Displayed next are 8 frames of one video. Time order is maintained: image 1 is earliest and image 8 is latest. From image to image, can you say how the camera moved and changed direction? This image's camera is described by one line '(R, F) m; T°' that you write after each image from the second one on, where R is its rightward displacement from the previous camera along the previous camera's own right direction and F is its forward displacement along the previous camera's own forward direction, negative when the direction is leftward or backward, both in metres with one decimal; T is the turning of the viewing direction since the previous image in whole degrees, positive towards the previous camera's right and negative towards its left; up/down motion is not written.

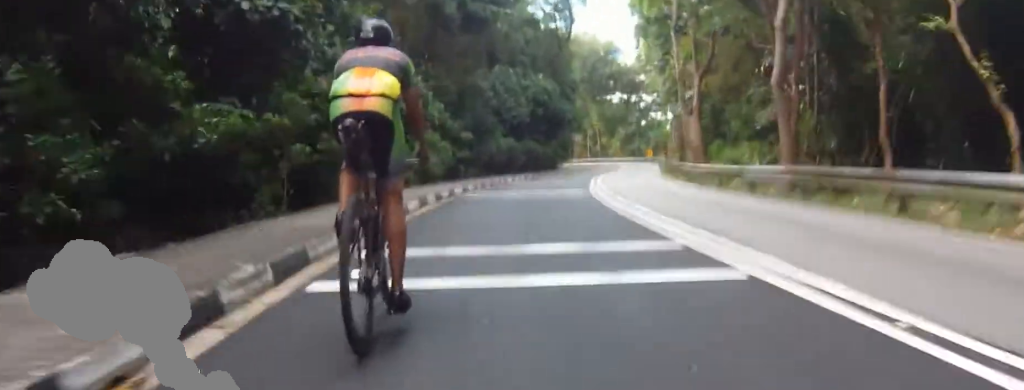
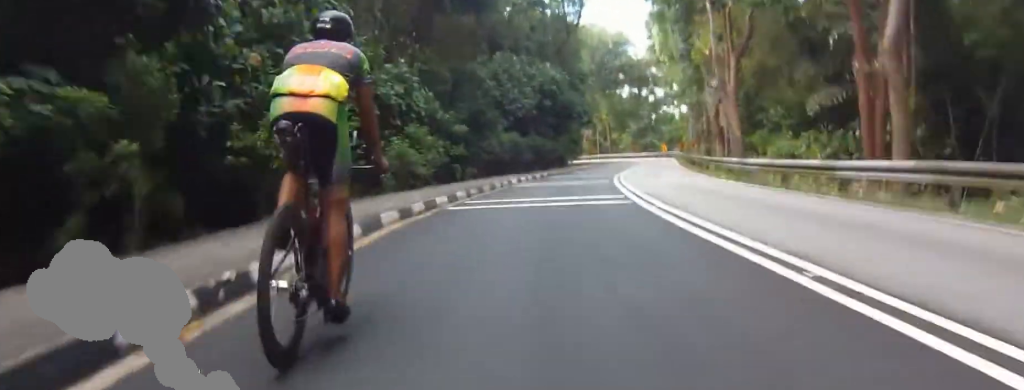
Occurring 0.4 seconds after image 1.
(-0.6, +4.0) m; -4°
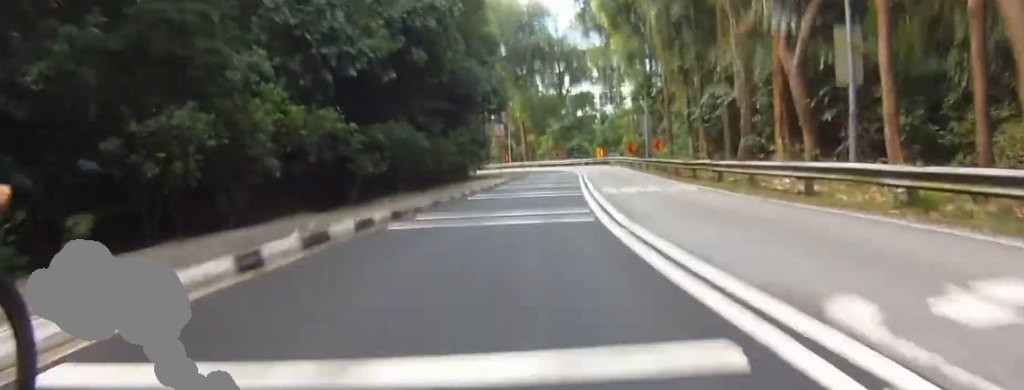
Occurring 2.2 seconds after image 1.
(-1.4, +17.4) m; -2°
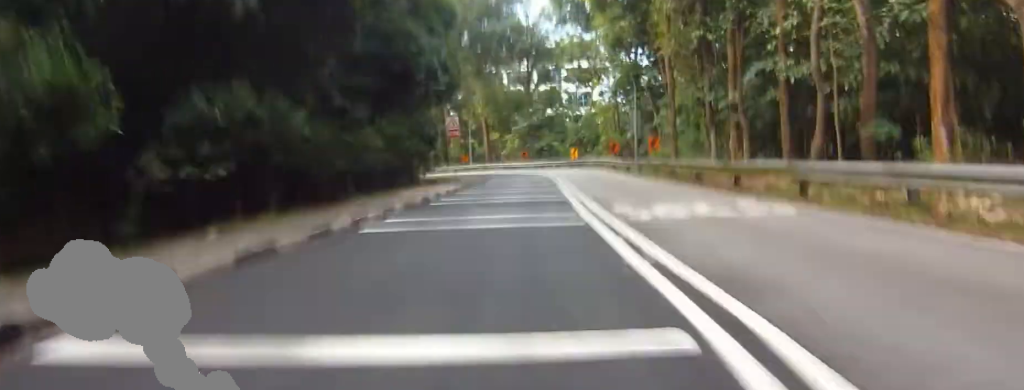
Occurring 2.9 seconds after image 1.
(-0.3, +7.7) m; +6°
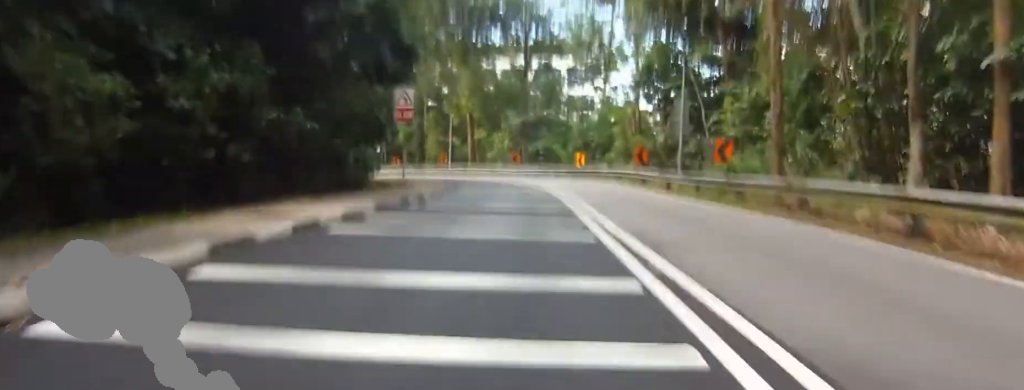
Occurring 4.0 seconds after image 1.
(+1.5, +10.6) m; +9°
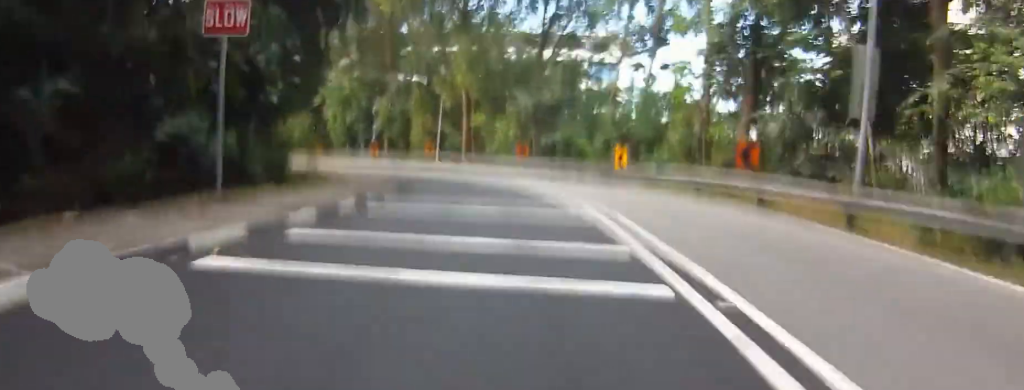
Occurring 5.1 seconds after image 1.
(+0.2, +12.1) m; 0°
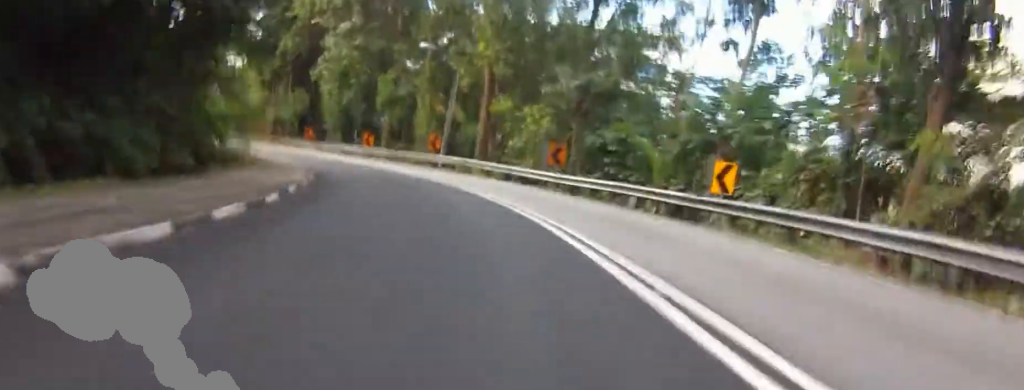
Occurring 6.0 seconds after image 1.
(0.0, +9.9) m; -1°
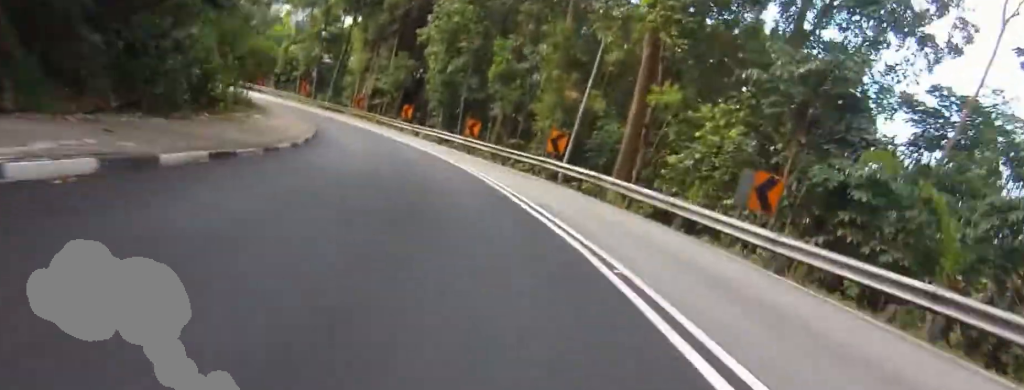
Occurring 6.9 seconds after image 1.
(-0.4, +10.4) m; +7°
